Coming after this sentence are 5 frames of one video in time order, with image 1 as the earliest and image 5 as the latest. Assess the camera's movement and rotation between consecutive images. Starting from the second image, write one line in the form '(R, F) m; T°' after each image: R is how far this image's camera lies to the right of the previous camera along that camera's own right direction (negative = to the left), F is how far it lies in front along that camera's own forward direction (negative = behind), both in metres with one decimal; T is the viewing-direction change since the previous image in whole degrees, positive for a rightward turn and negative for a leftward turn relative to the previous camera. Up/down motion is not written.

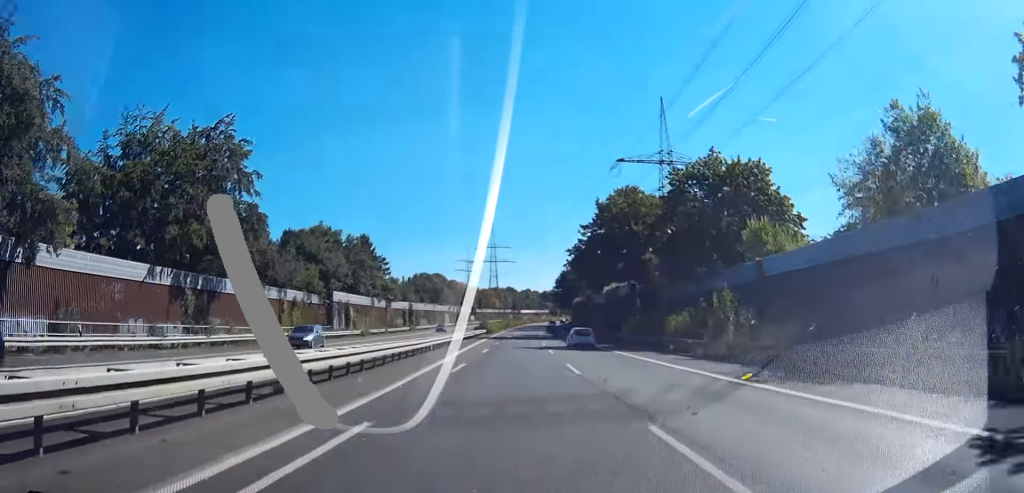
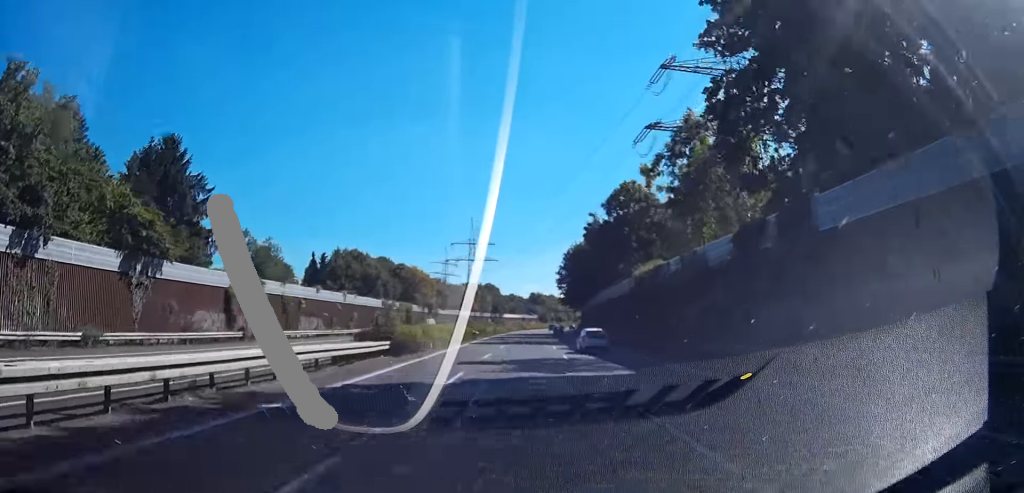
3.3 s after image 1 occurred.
(+1.4, +93.2) m; +3°
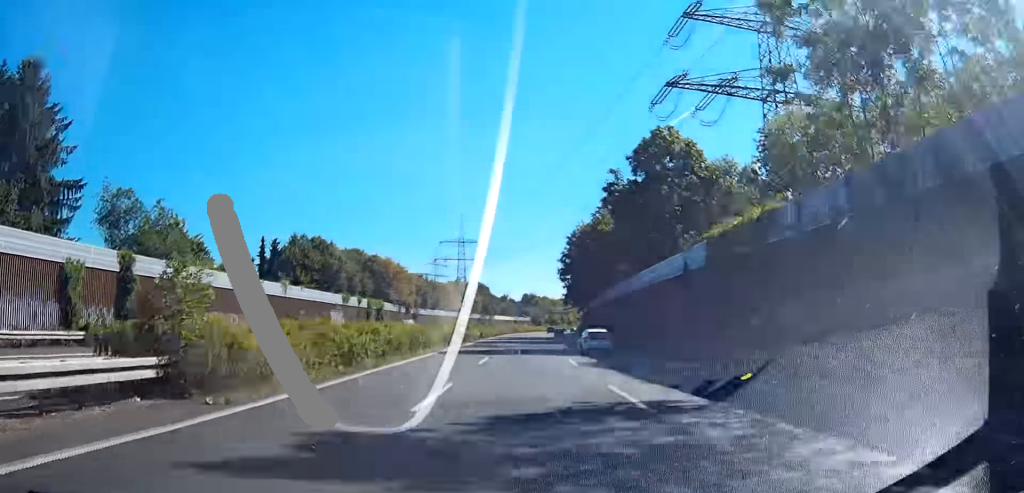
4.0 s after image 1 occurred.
(0.0, +20.6) m; +1°
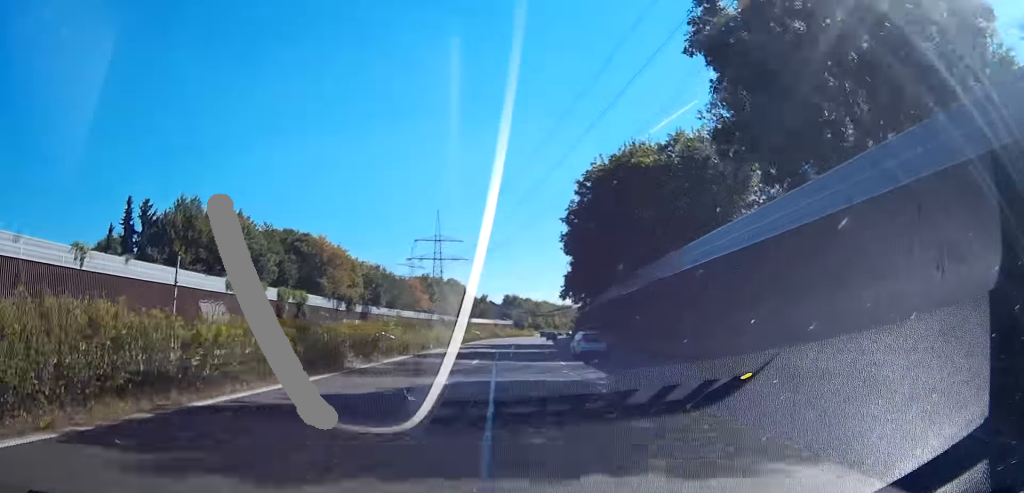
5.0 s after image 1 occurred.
(+0.4, +32.8) m; +1°
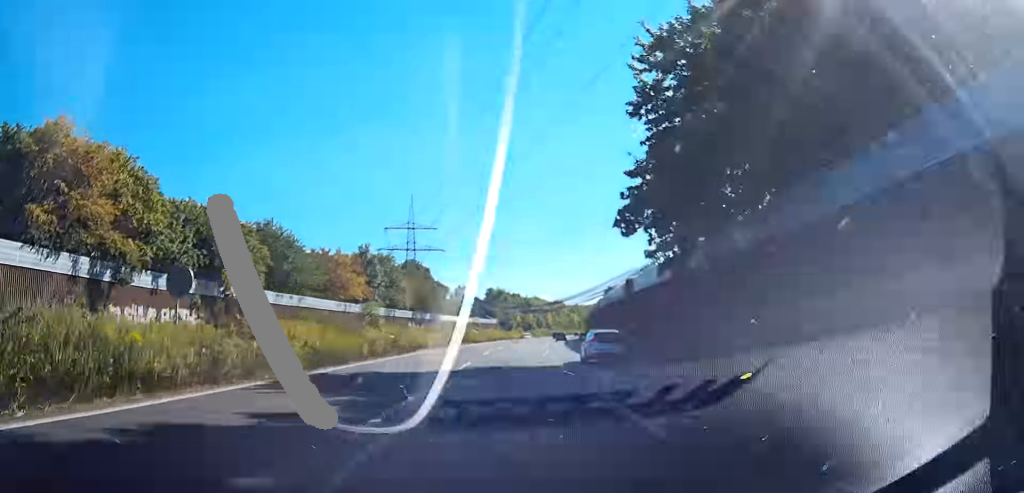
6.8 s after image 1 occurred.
(+0.4, +55.9) m; +1°
